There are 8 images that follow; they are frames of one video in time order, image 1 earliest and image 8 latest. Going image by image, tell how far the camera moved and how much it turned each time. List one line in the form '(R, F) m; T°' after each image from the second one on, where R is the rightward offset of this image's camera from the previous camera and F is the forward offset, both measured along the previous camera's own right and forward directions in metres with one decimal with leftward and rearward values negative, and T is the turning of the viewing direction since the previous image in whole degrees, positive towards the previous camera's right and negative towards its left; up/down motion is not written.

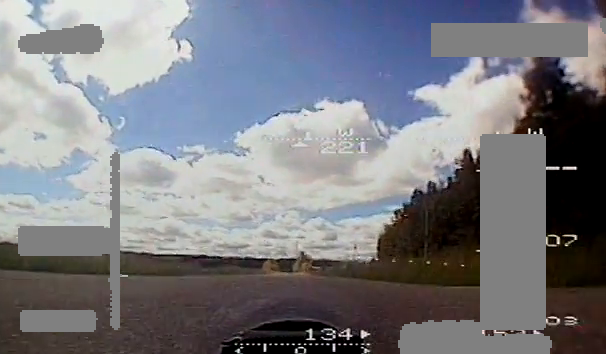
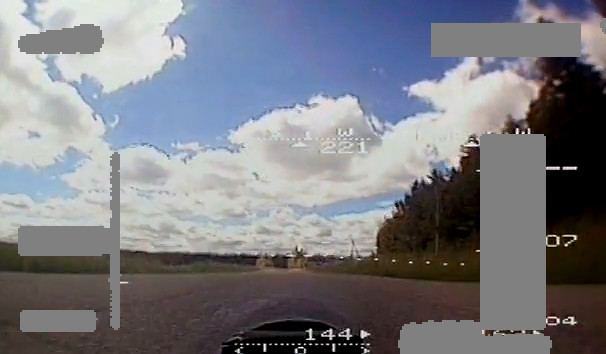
(+0.2, +5.9) m; +1°
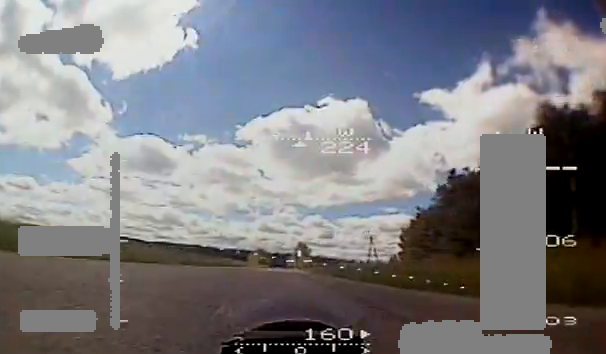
(-1.3, +20.3) m; -12°
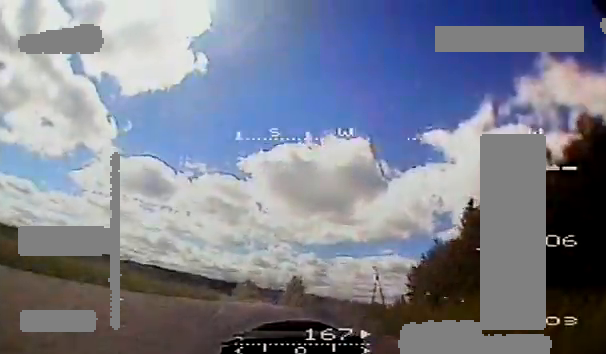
(-1.0, +8.9) m; -4°
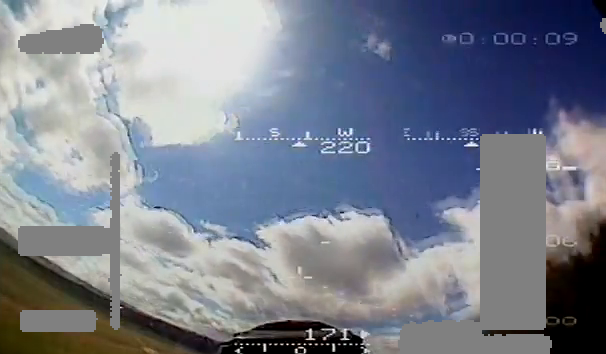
(-0.3, +9.3) m; -9°
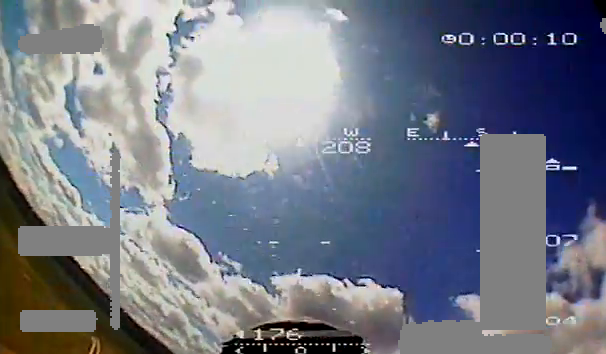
(+1.2, +13.8) m; -19°
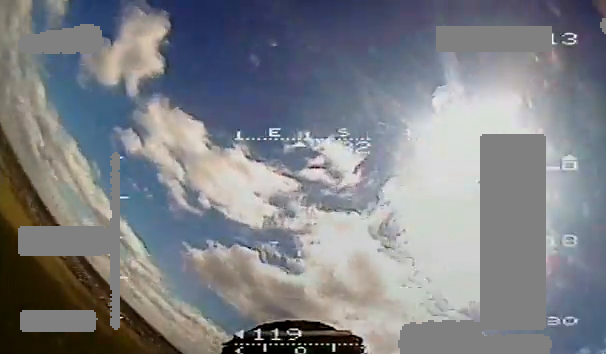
(-31.5, +37.9) m; -62°
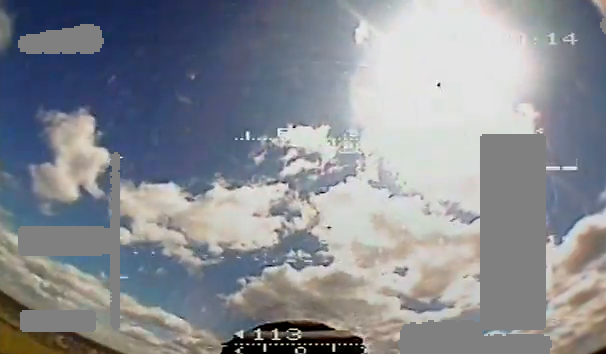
(-1.5, +15.0) m; -7°
